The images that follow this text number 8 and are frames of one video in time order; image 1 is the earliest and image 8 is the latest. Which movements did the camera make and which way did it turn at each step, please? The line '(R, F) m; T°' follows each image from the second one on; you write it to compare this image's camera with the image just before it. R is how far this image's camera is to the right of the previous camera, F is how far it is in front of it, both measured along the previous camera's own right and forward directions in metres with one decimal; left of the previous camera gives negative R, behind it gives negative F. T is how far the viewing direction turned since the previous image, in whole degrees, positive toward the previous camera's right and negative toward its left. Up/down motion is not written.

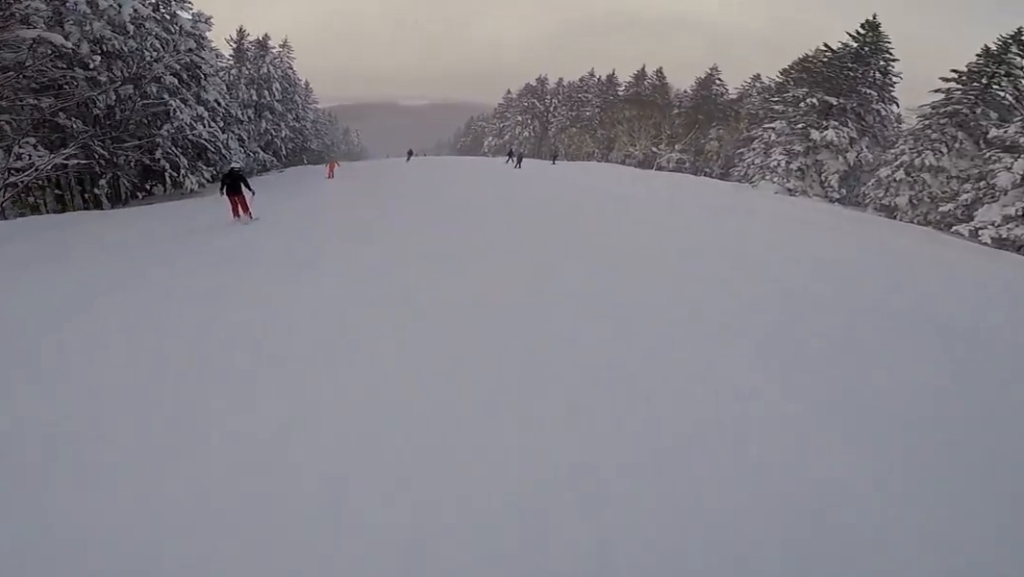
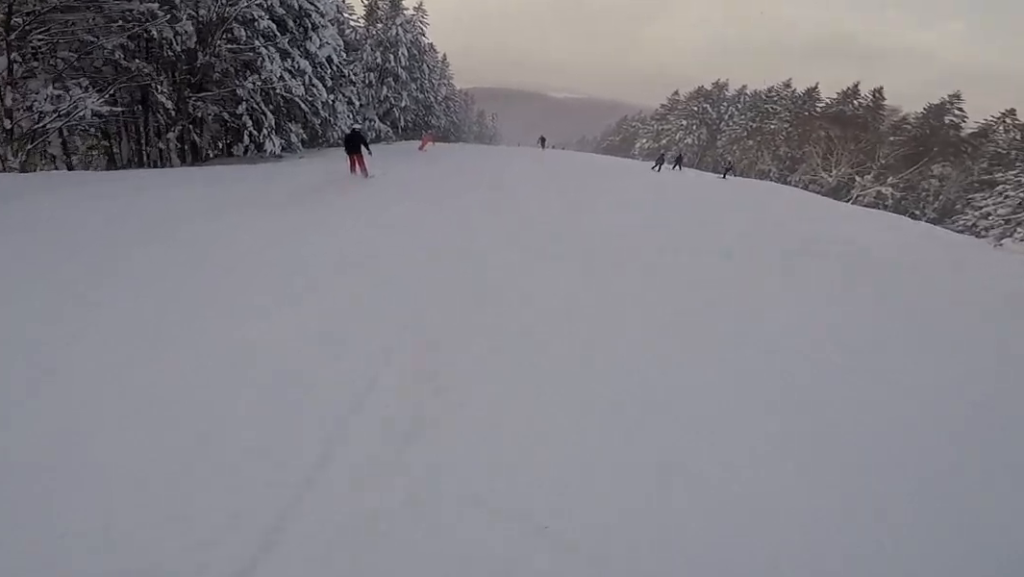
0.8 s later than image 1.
(-0.4, +6.6) m; -9°
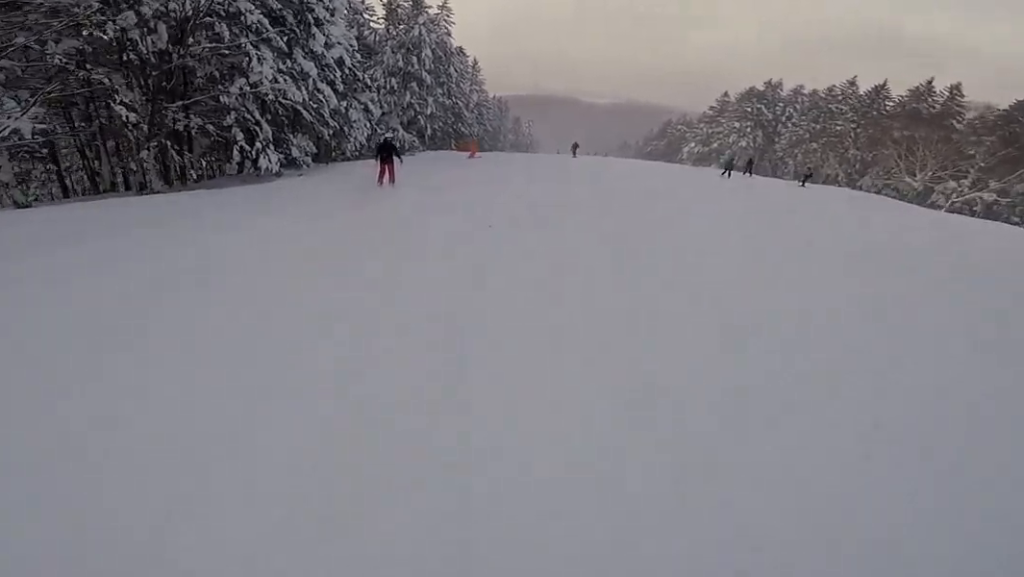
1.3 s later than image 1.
(-0.5, +4.9) m; -6°
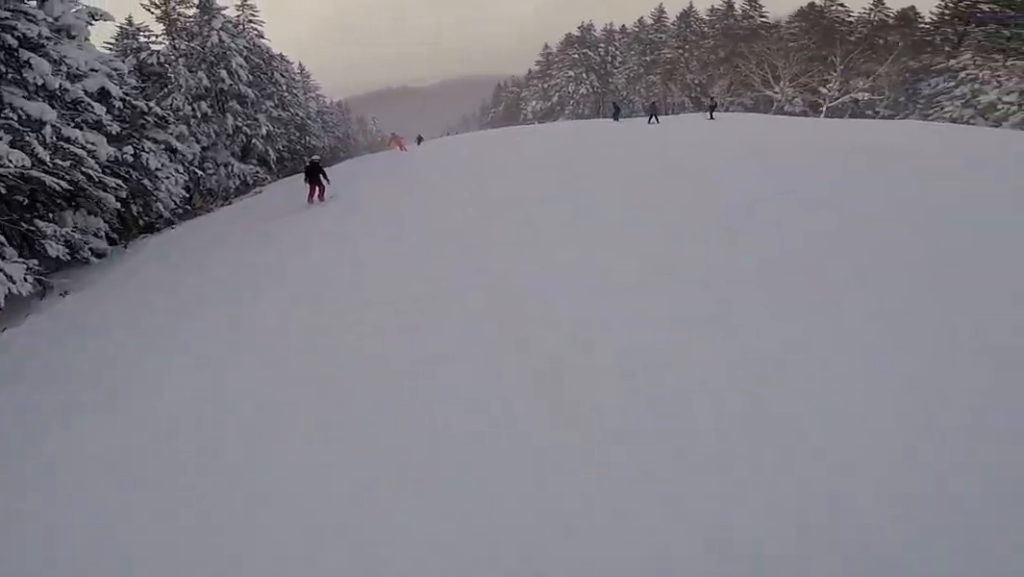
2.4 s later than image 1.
(-0.8, +8.9) m; -2°
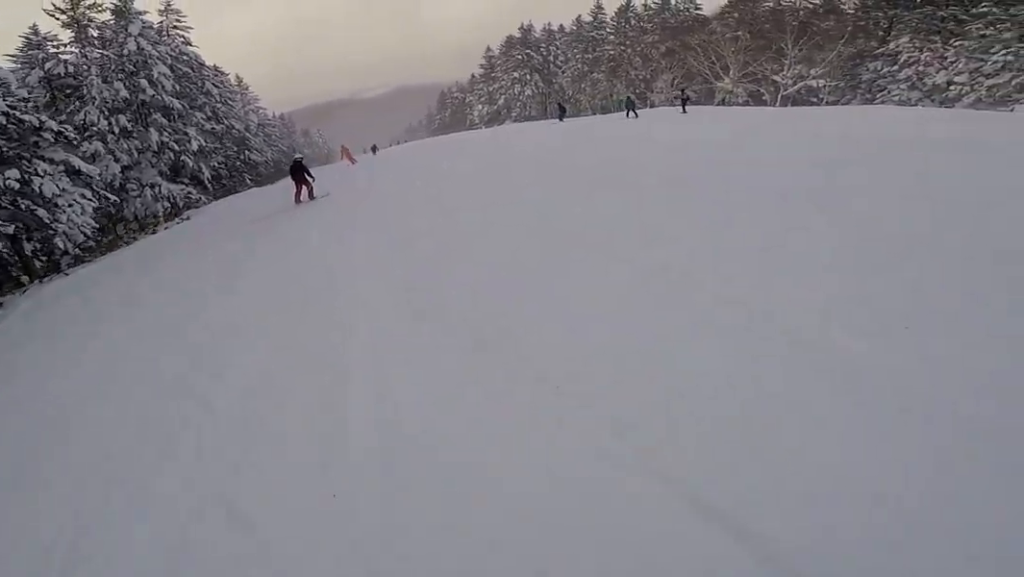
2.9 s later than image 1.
(-0.4, +3.9) m; +3°
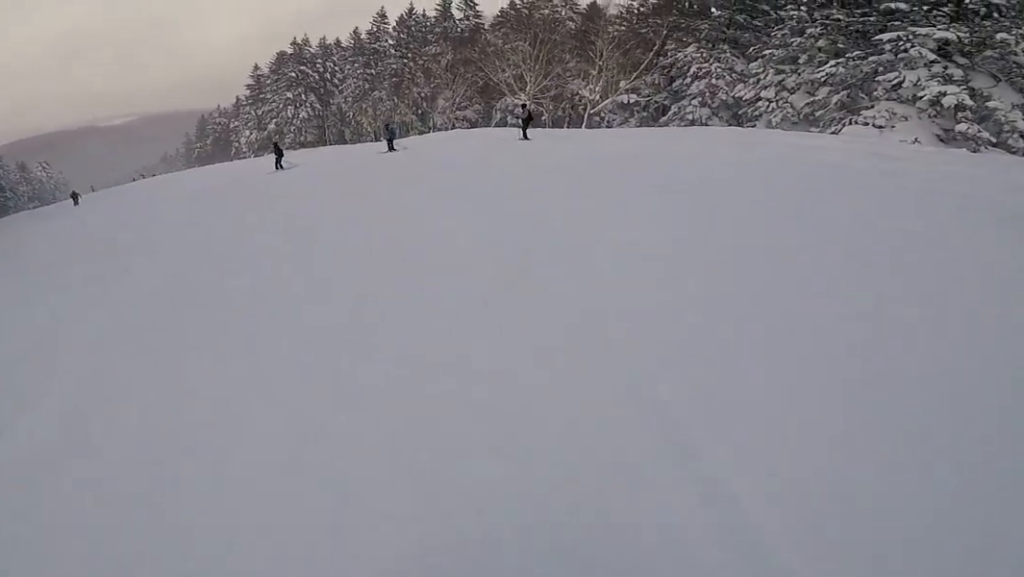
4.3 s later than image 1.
(+2.7, +11.3) m; +13°
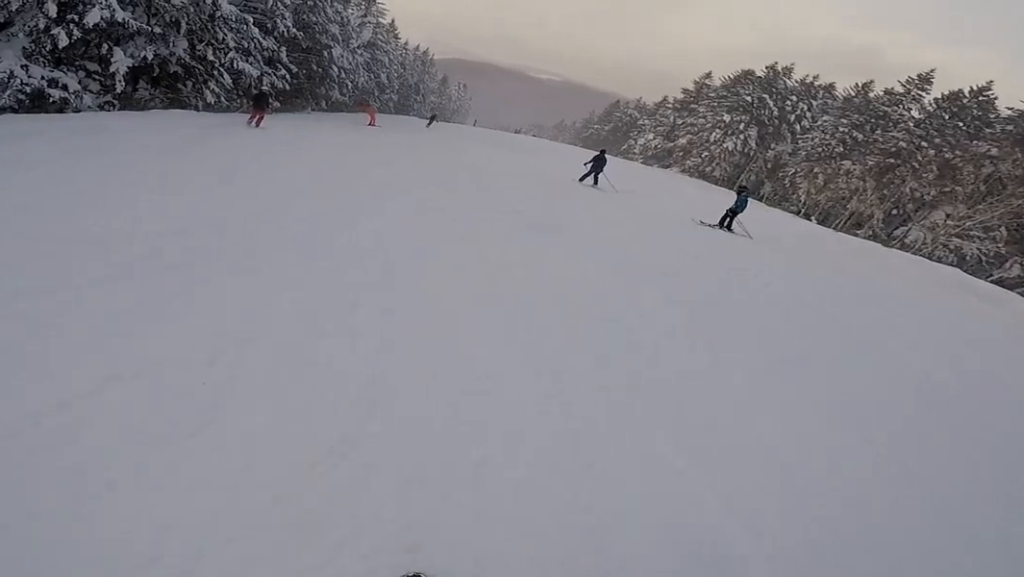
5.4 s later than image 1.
(-0.4, +8.3) m; -15°
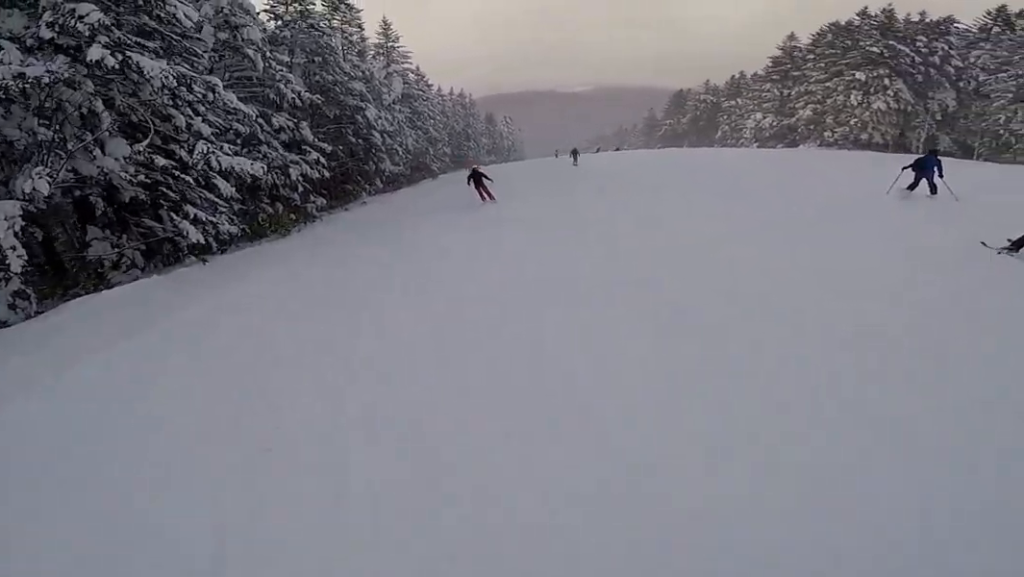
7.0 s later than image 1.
(-2.8, +12.4) m; -8°
